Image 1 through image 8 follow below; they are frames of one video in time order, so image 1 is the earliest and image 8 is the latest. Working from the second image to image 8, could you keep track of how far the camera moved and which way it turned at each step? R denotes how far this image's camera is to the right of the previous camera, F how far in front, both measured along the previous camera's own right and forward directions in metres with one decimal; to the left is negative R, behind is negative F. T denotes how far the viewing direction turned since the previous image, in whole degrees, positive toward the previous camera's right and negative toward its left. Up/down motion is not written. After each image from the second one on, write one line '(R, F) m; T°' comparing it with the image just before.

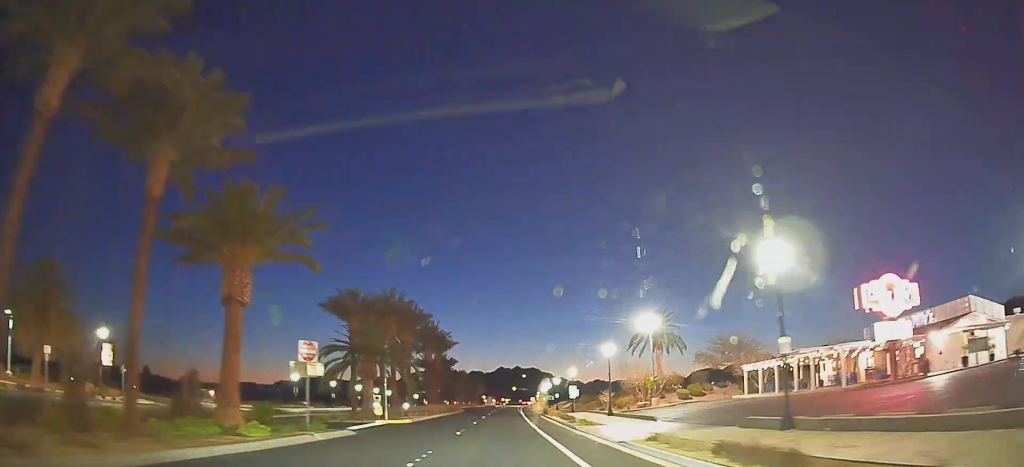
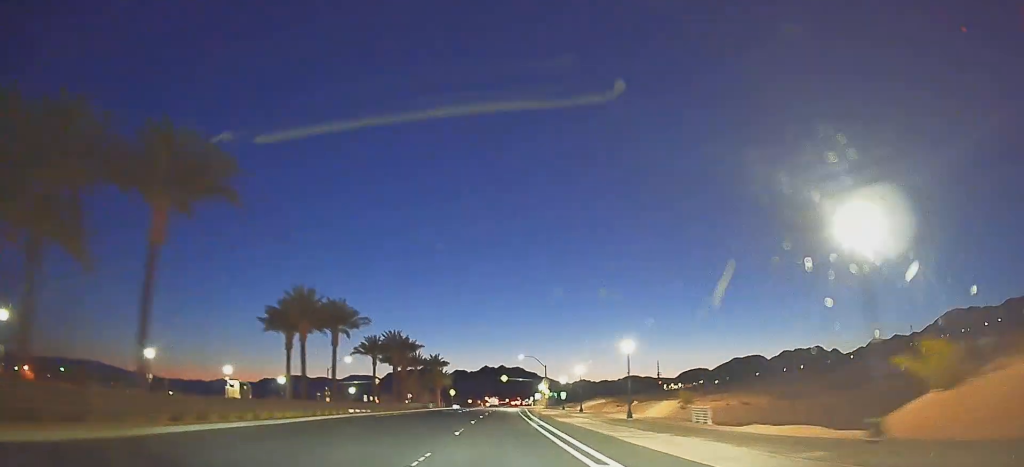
(-1.0, +81.5) m; +1°
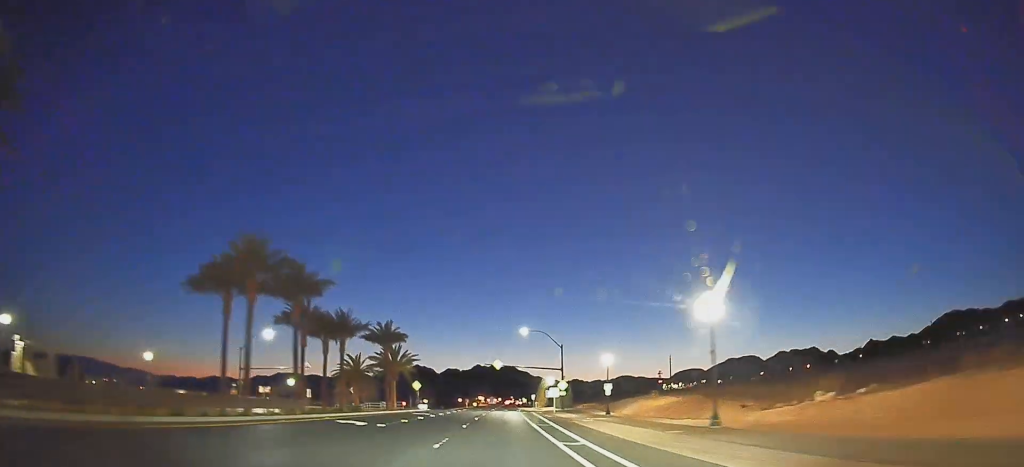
(+0.7, +38.5) m; +1°
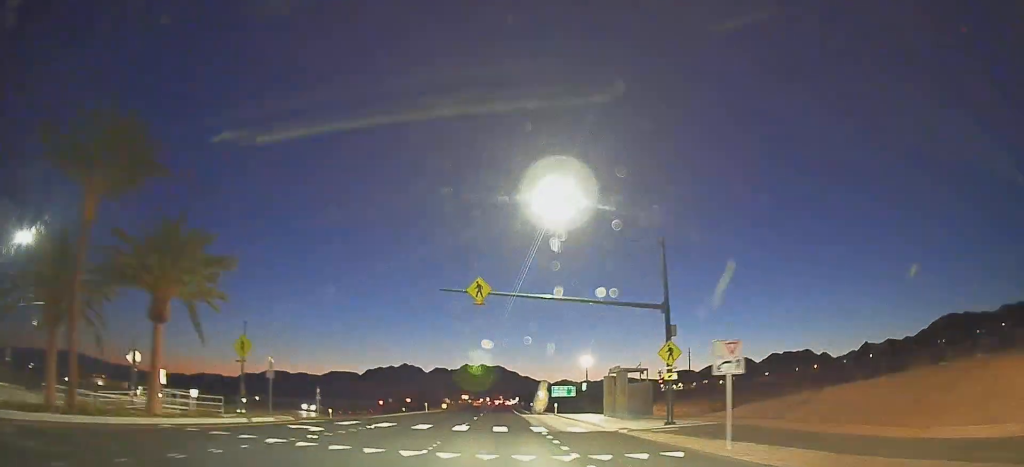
(+0.4, +46.7) m; 0°
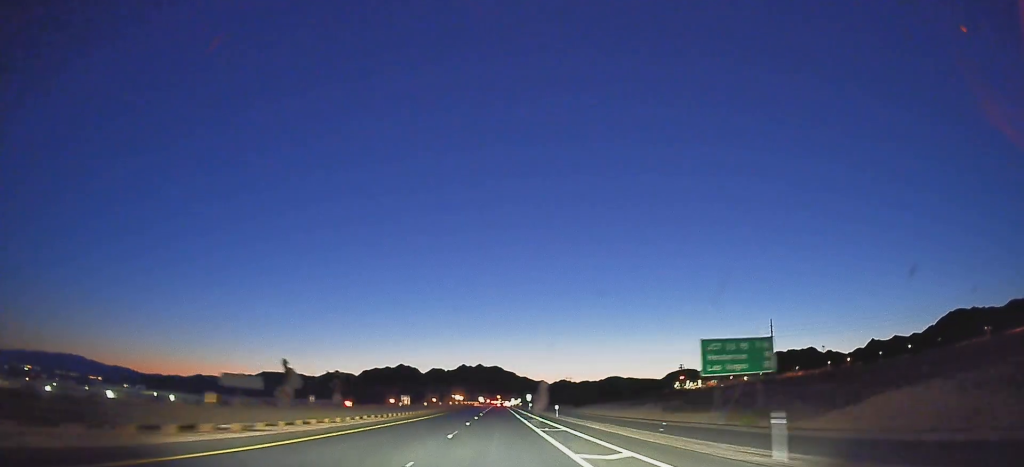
(-0.3, +82.1) m; 0°
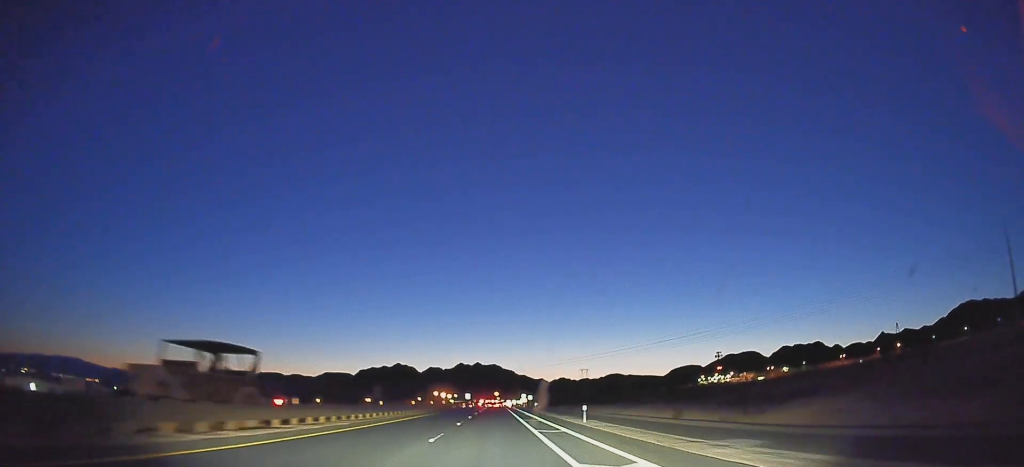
(+0.4, +140.4) m; 0°
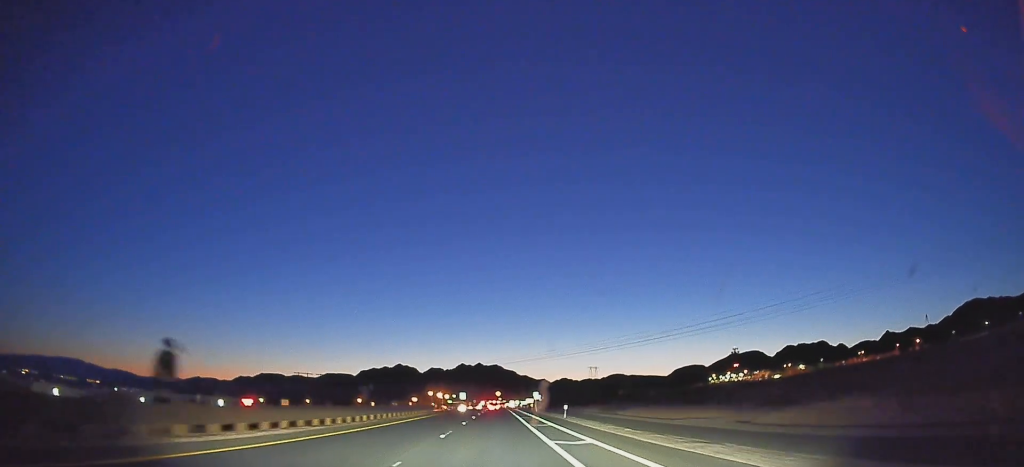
(0.0, +37.0) m; 0°
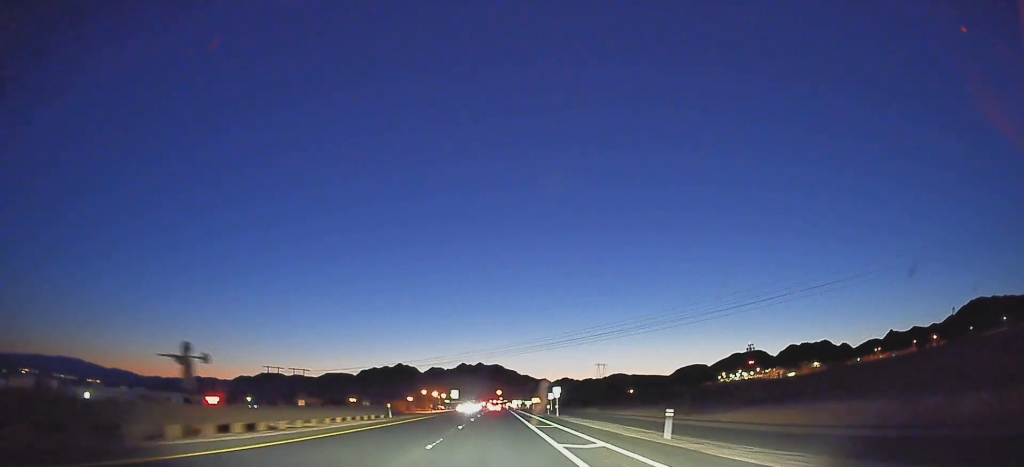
(+0.1, +23.3) m; 0°
